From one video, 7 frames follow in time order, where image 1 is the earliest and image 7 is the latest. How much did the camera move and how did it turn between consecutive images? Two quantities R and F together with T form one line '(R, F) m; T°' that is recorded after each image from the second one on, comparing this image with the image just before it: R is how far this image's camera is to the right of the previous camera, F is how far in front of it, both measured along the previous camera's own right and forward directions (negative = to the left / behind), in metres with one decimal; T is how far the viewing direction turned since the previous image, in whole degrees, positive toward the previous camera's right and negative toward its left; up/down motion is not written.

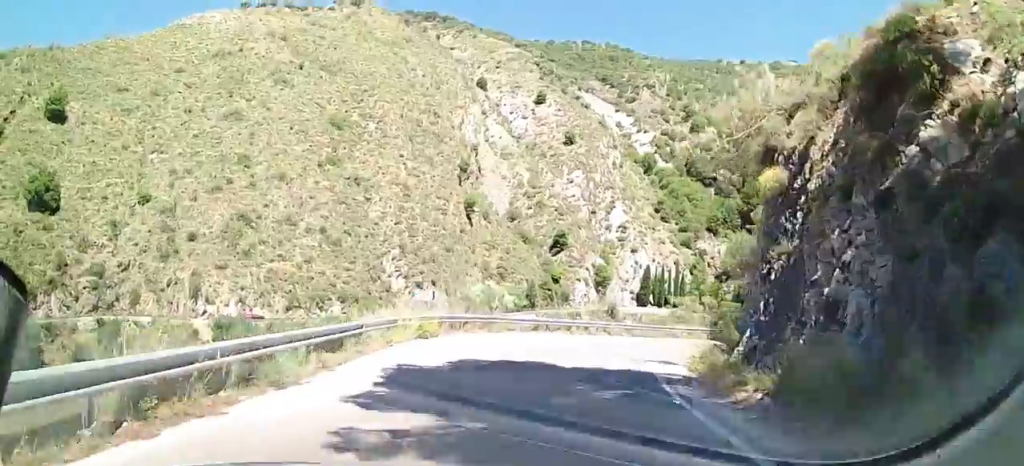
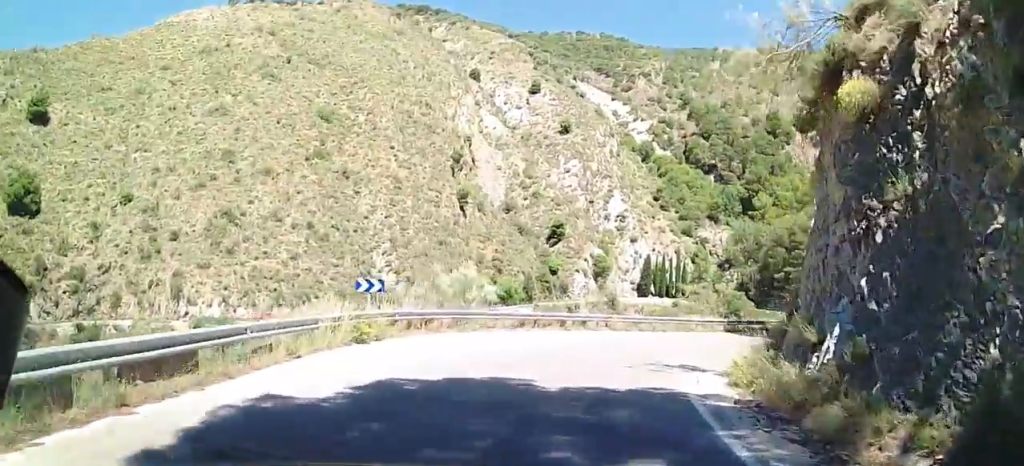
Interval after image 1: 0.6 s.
(0.0, +5.5) m; 0°
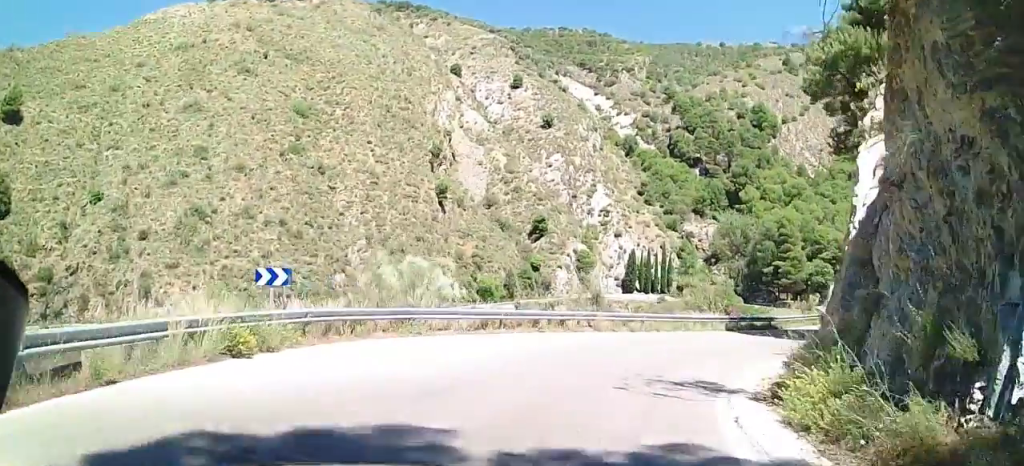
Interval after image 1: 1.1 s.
(0.0, +4.9) m; 0°
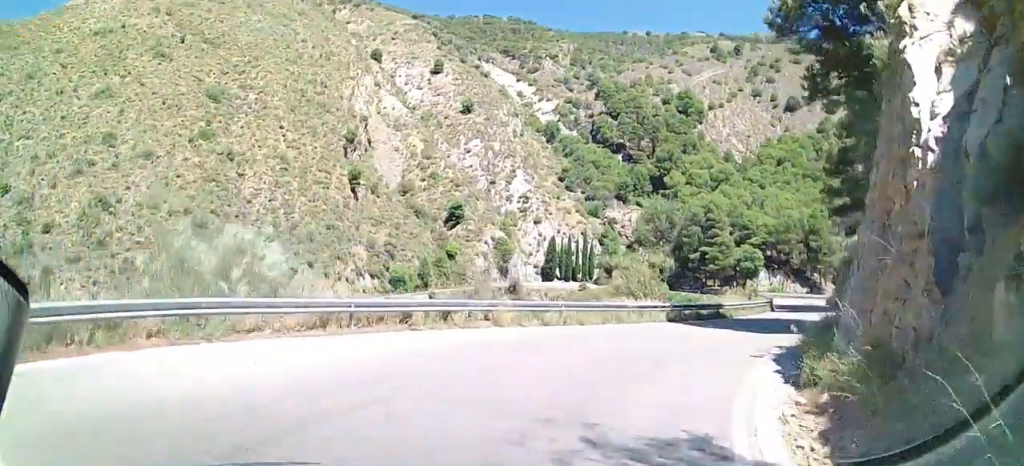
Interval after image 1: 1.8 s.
(0.0, +6.8) m; 0°
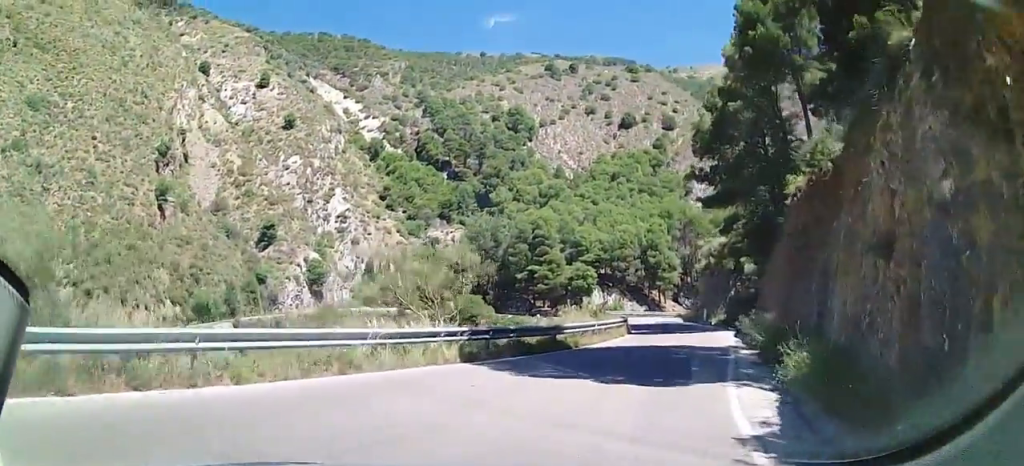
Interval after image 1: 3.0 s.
(+0.1, +11.4) m; +9°
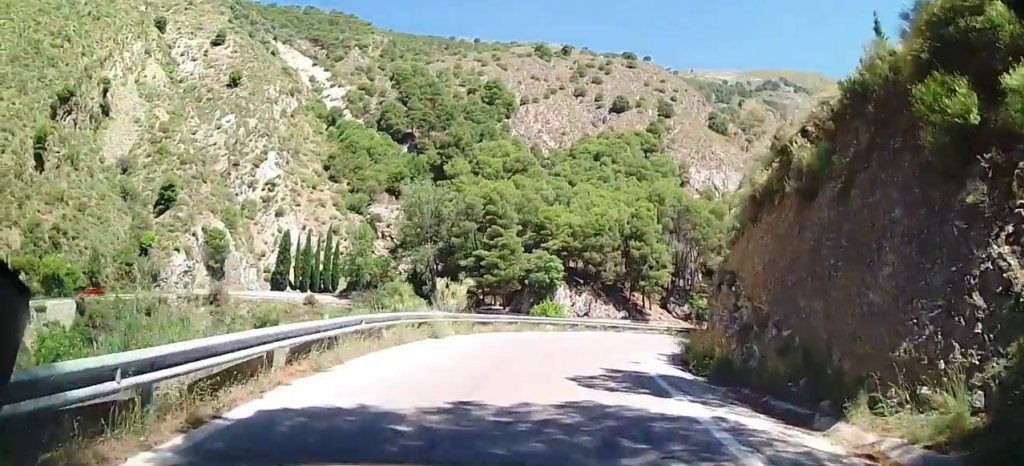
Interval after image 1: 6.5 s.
(+7.4, +33.1) m; +10°
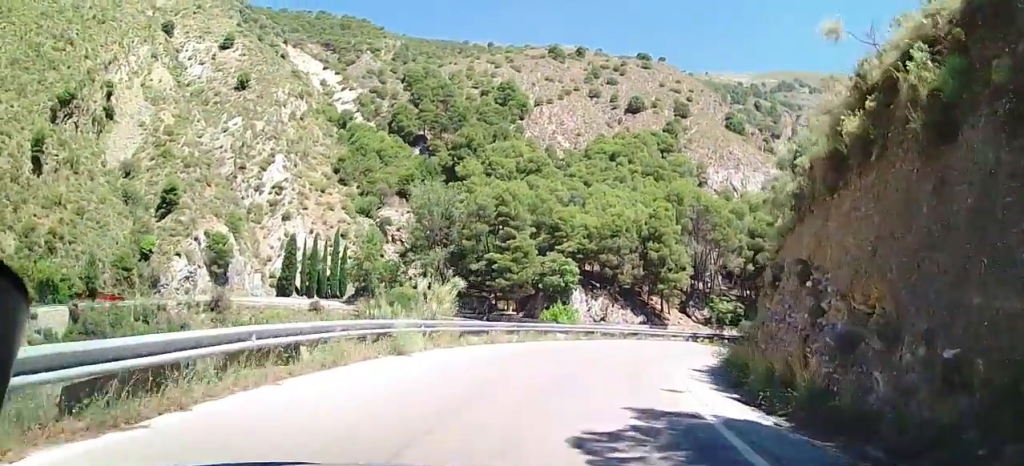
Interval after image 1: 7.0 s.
(0.0, +5.0) m; 0°
